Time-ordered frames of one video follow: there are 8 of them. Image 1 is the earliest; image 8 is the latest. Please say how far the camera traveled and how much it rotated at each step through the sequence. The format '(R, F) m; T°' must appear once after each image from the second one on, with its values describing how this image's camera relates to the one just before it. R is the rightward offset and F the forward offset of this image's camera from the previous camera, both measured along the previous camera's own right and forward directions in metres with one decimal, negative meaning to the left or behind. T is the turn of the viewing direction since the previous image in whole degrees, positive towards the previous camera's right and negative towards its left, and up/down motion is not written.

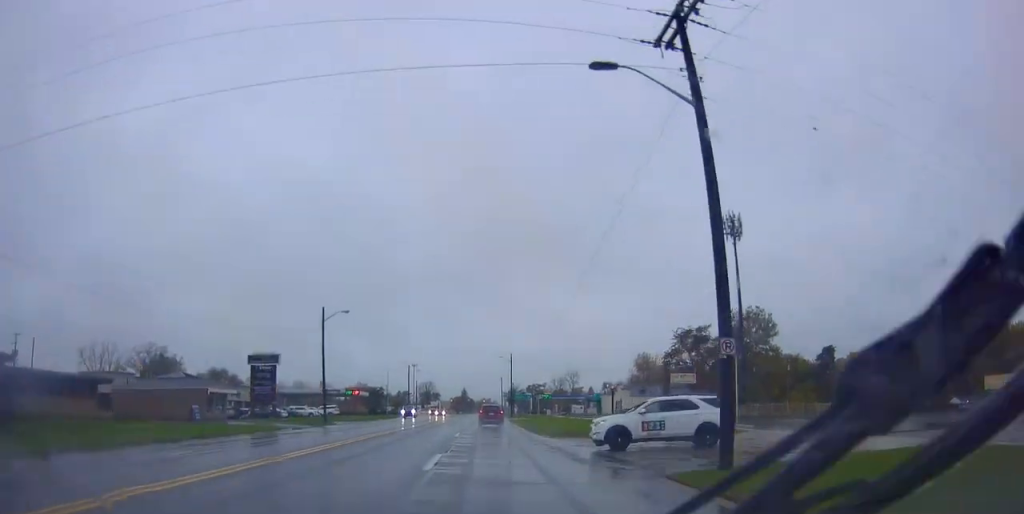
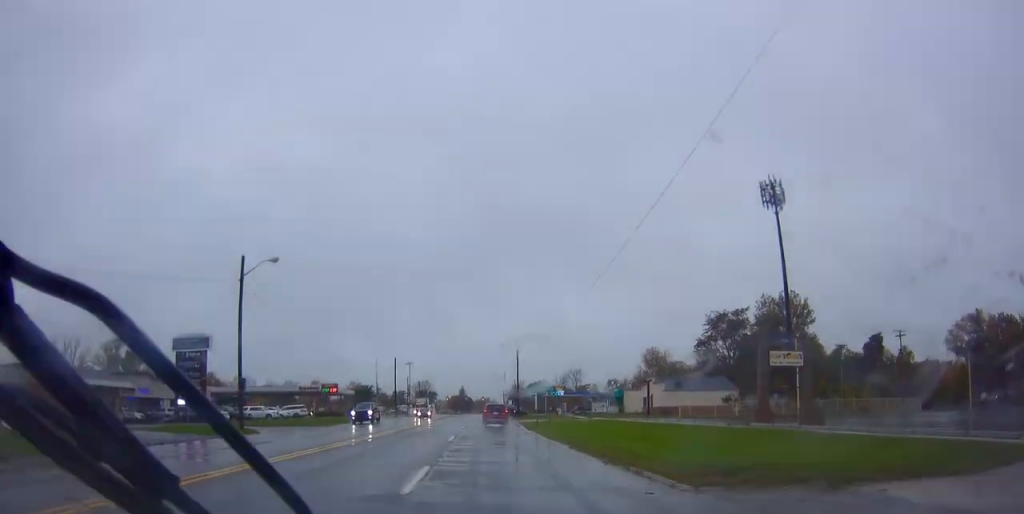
(+0.5, +18.4) m; +1°
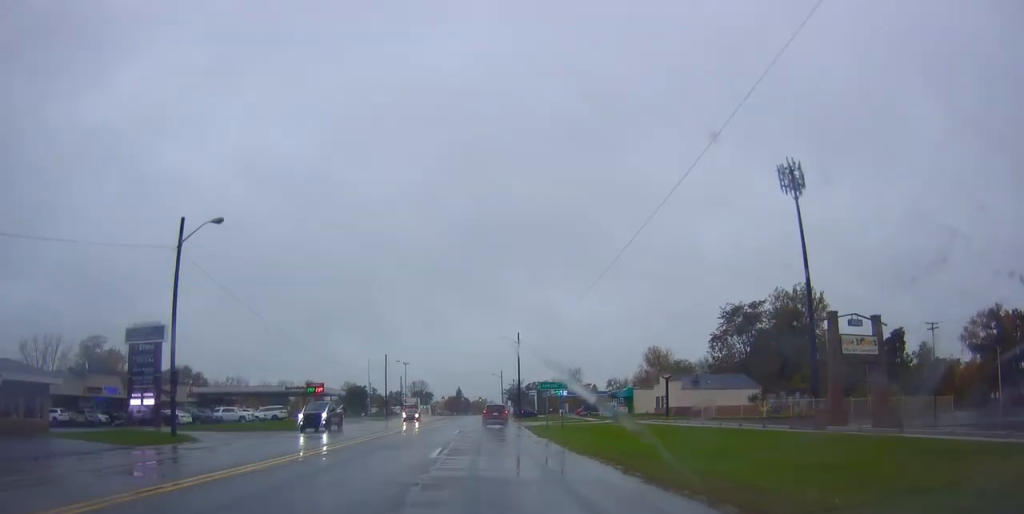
(0.0, +7.6) m; -1°
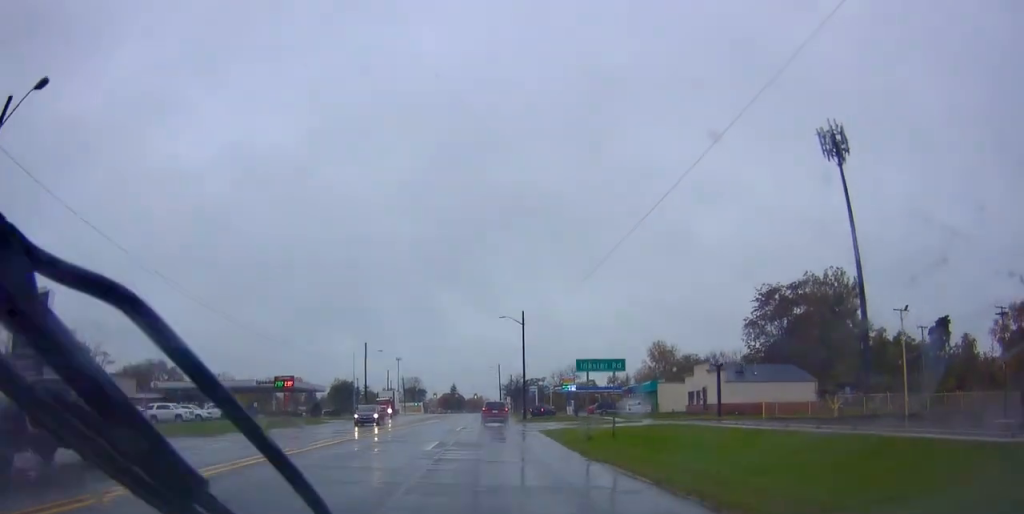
(-0.2, +14.0) m; -1°
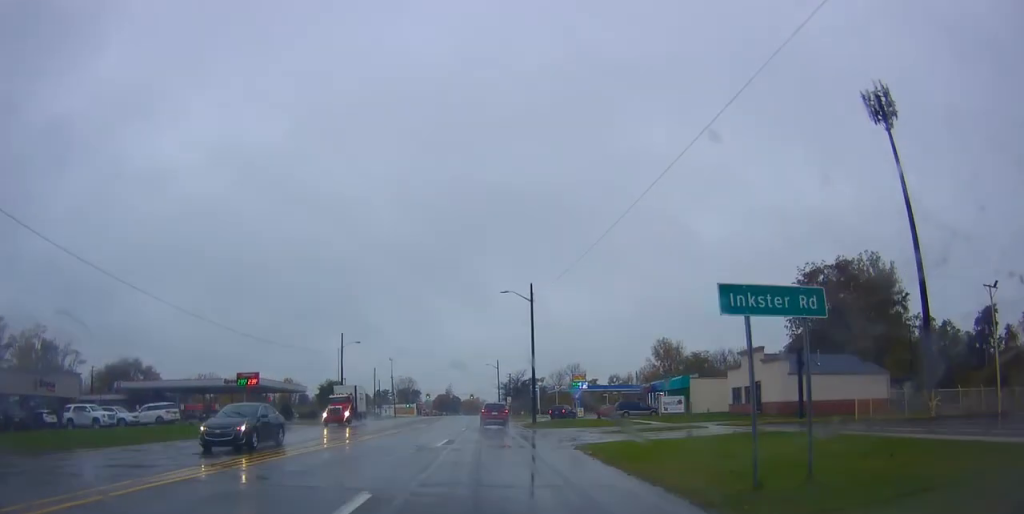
(-0.2, +12.8) m; 0°
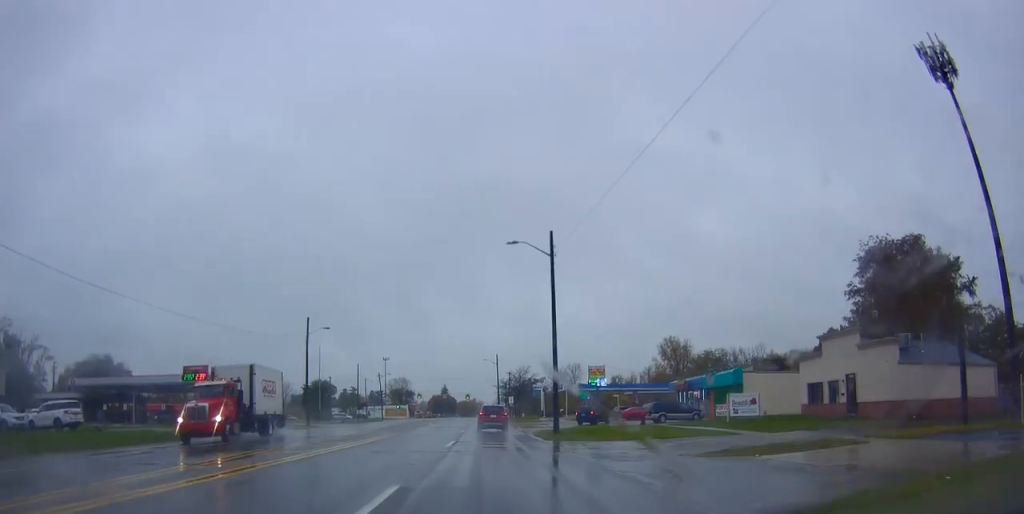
(+0.4, +14.0) m; 0°
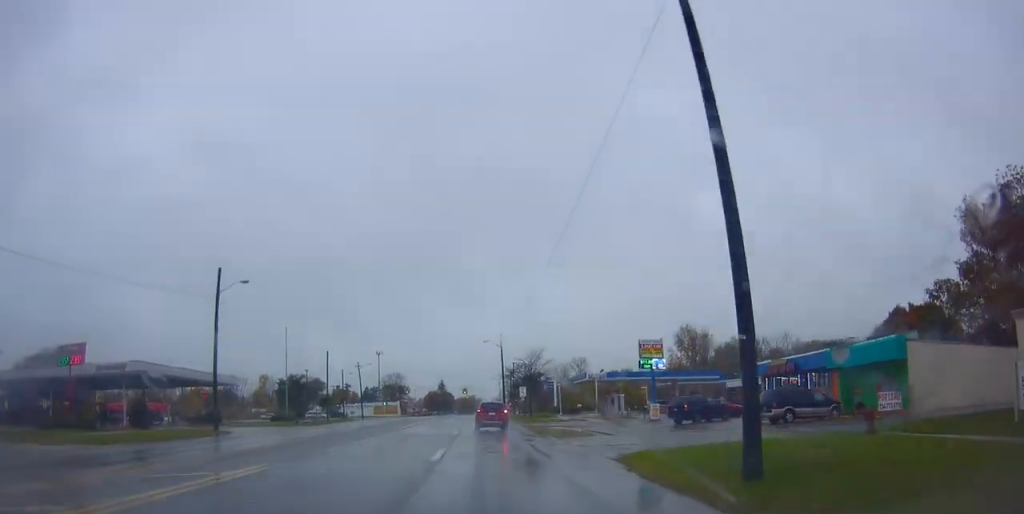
(-0.4, +22.1) m; 0°
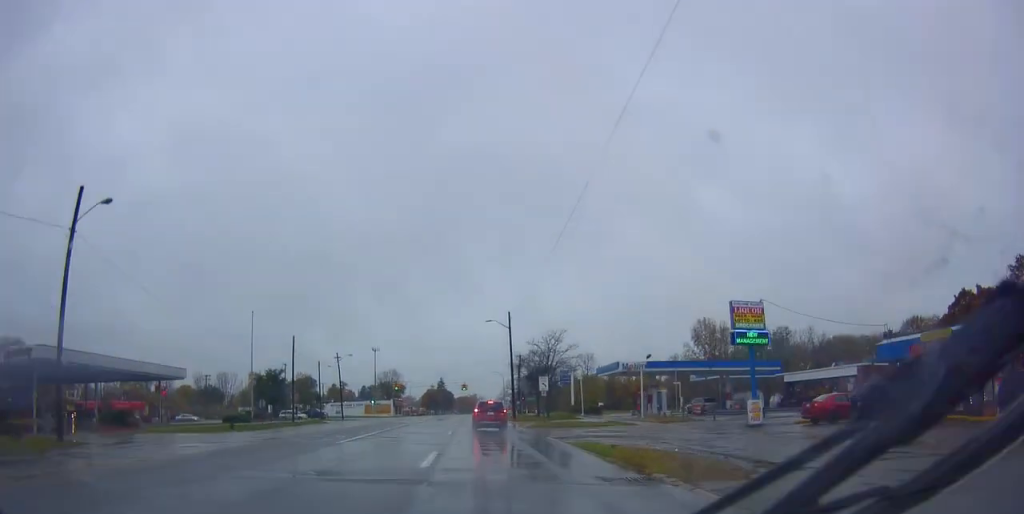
(+0.4, +17.7) m; +1°
